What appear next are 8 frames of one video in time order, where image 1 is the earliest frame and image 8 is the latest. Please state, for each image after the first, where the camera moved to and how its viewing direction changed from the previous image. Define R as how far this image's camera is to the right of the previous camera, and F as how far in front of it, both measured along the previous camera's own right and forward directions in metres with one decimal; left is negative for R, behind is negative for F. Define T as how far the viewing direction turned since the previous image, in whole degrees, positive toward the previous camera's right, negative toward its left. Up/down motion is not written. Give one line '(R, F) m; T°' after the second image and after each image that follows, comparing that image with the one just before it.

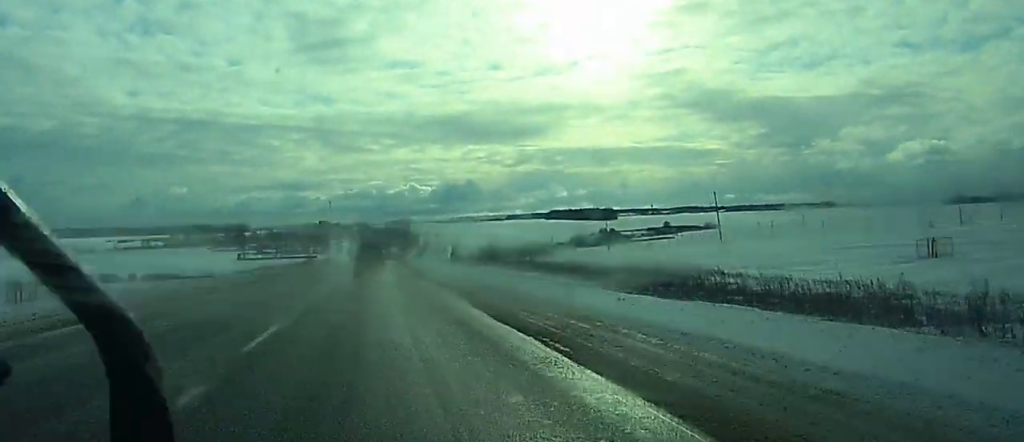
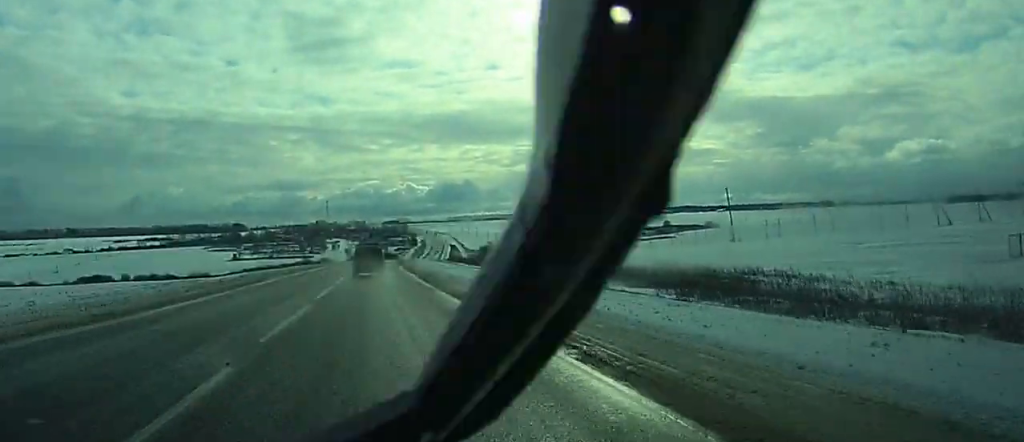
(0.0, +10.4) m; 0°
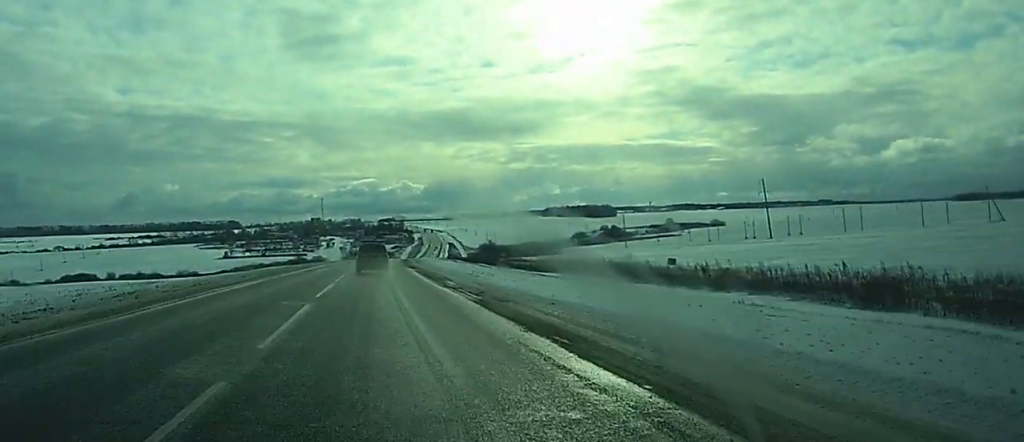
(0.0, +24.8) m; 0°
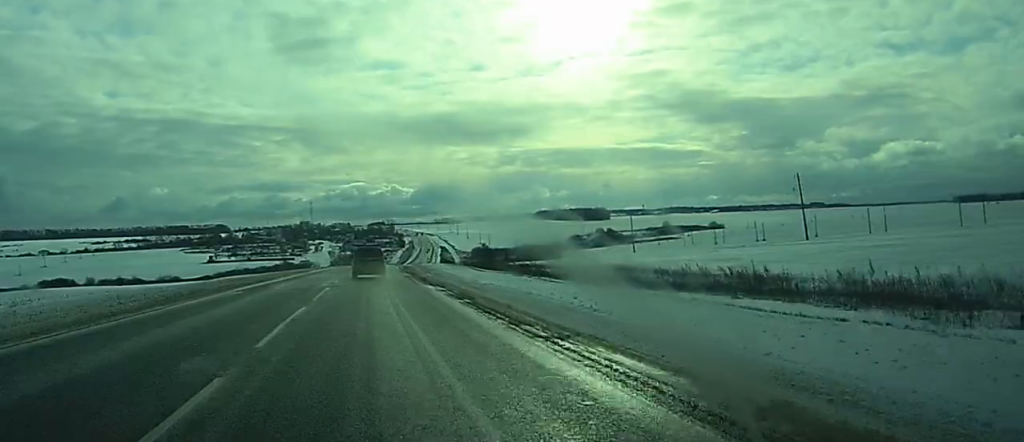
(+0.1, +23.5) m; +1°
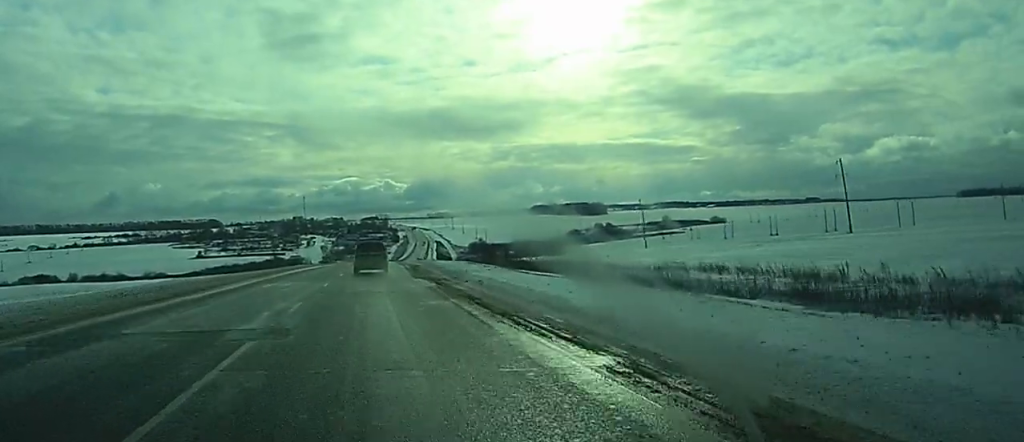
(+0.2, +21.3) m; +1°
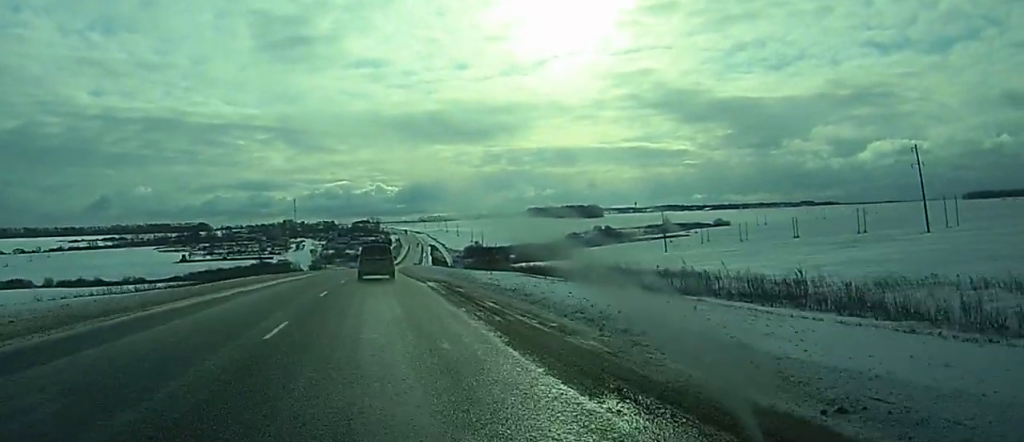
(+0.1, +28.8) m; 0°
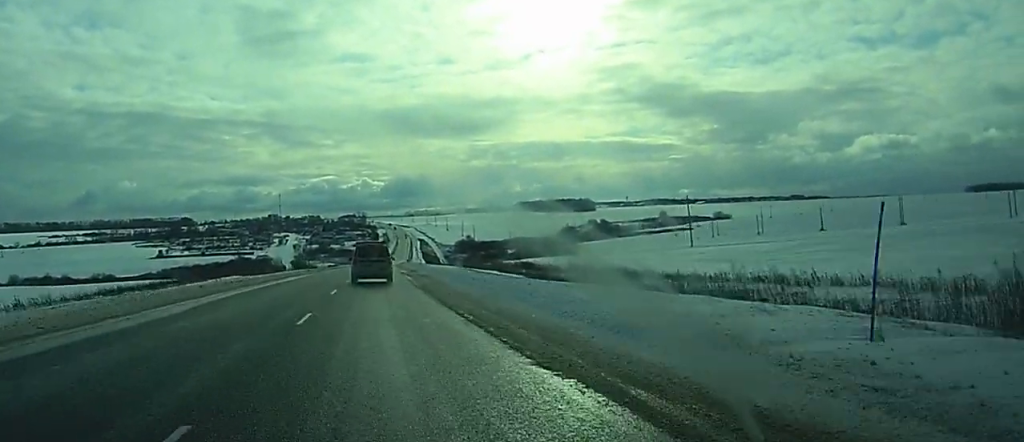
(+0.2, +33.9) m; +1°
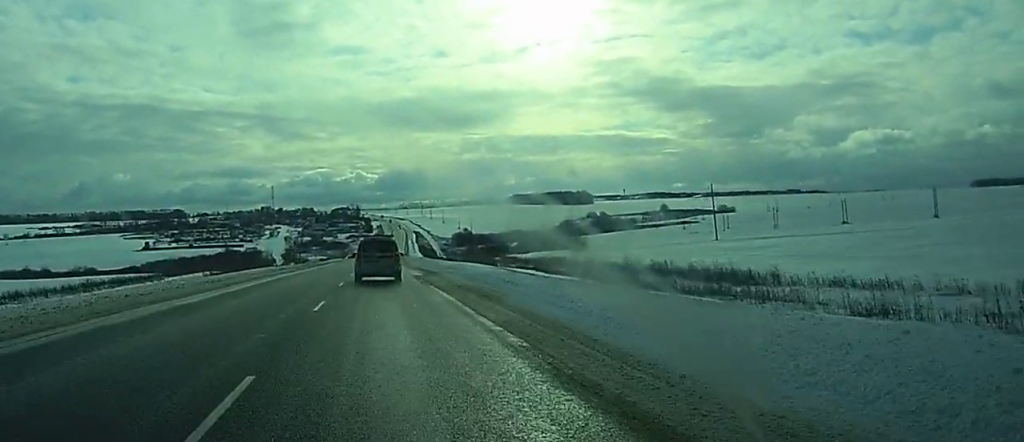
(0.0, +22.4) m; +1°
